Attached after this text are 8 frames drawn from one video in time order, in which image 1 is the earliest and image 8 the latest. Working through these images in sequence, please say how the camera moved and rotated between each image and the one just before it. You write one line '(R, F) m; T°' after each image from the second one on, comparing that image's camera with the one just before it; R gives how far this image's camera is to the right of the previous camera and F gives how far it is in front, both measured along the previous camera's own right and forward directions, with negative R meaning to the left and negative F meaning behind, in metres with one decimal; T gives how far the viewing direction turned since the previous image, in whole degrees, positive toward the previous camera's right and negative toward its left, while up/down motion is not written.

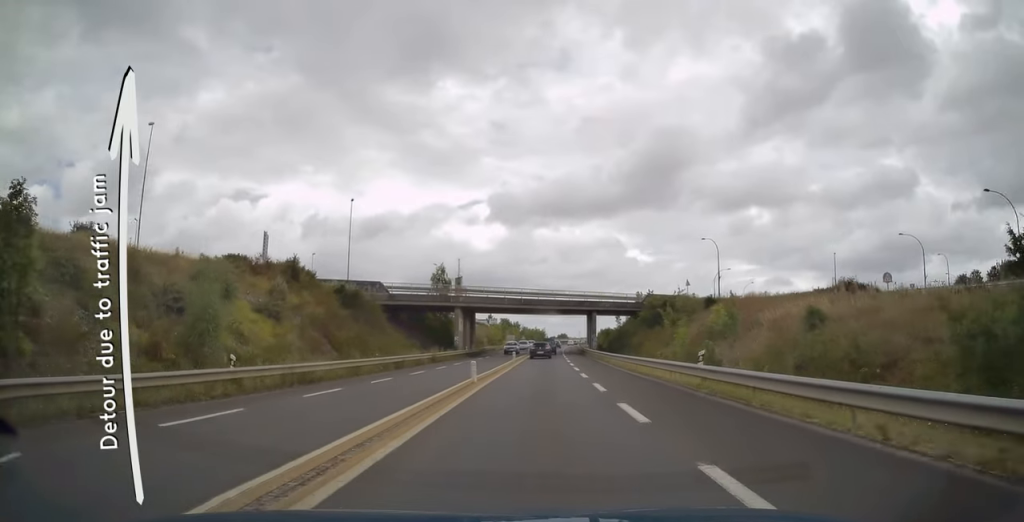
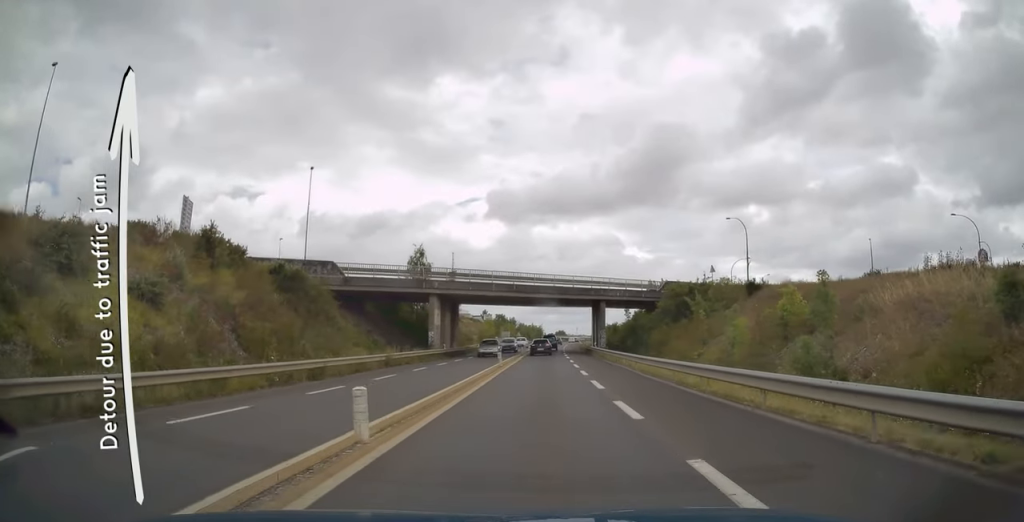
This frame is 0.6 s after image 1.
(0.0, +12.7) m; 0°
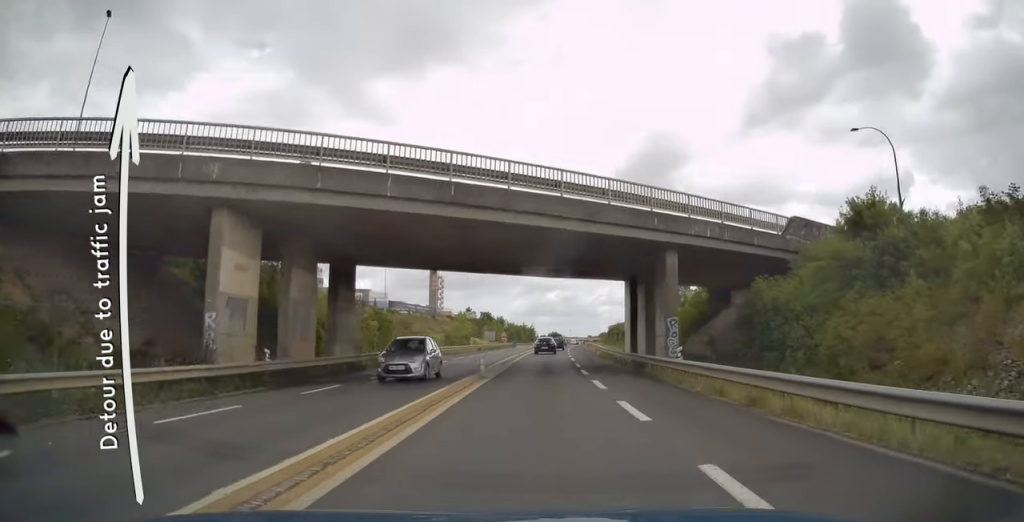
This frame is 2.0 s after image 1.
(+0.3, +32.9) m; +1°
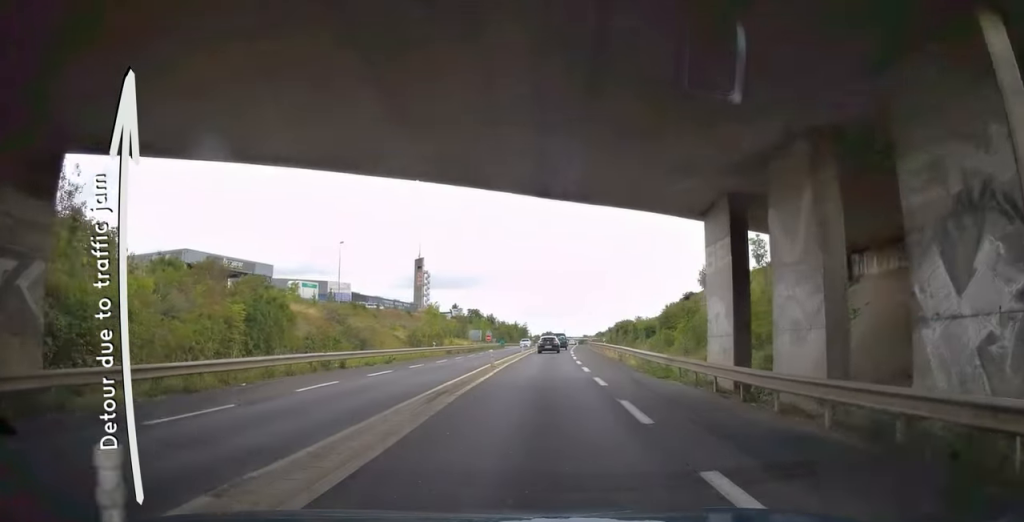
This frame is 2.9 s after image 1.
(+0.2, +19.8) m; +1°
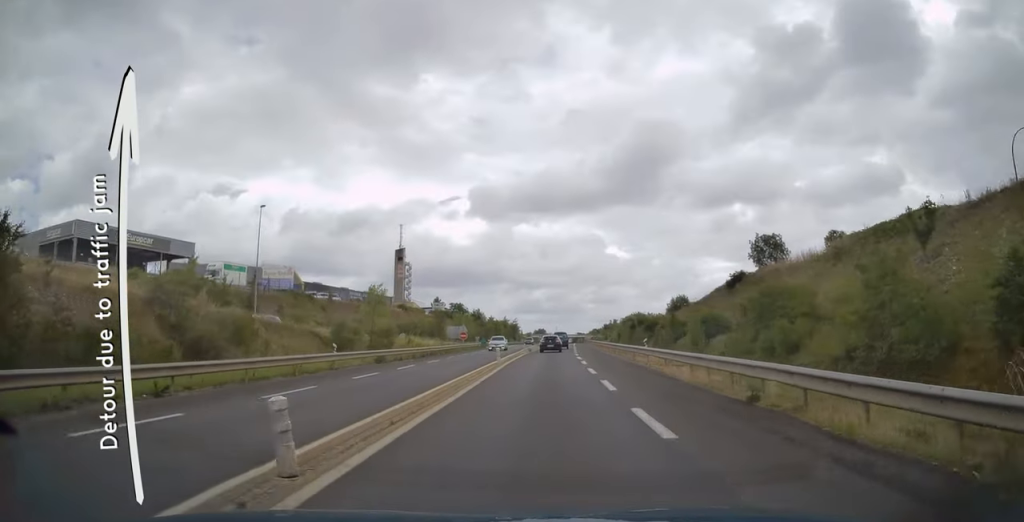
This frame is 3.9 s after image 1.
(+0.1, +21.3) m; 0°
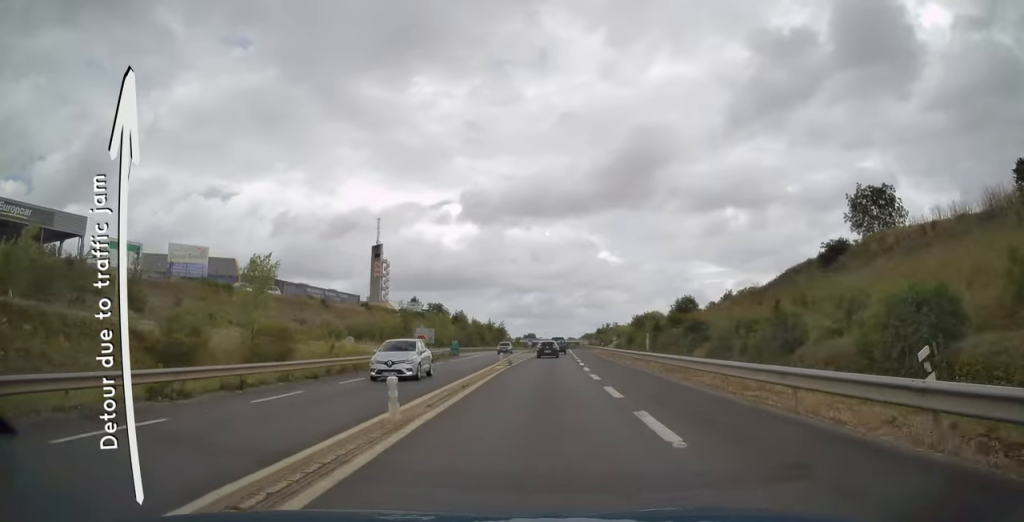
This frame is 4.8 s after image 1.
(+0.1, +19.7) m; +1°
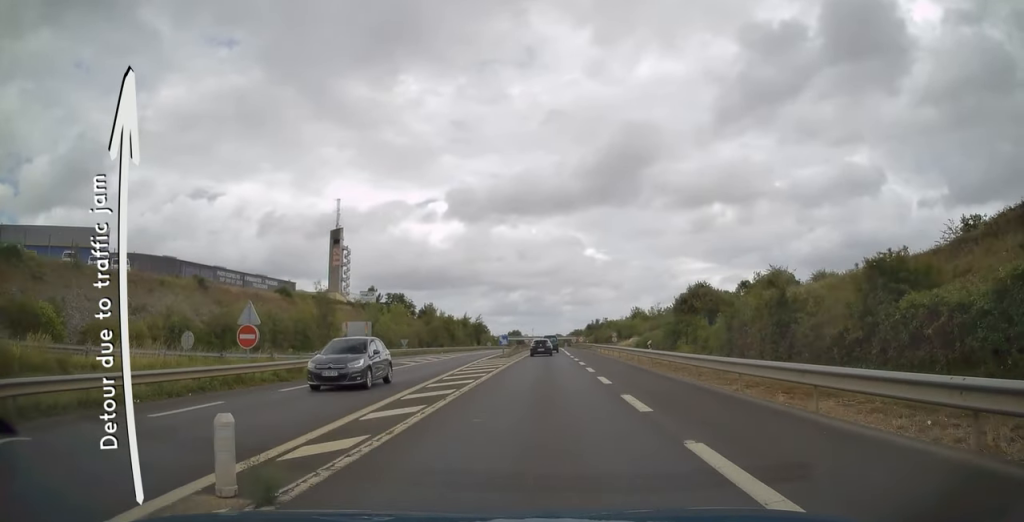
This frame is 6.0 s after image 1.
(+0.4, +28.7) m; +2°
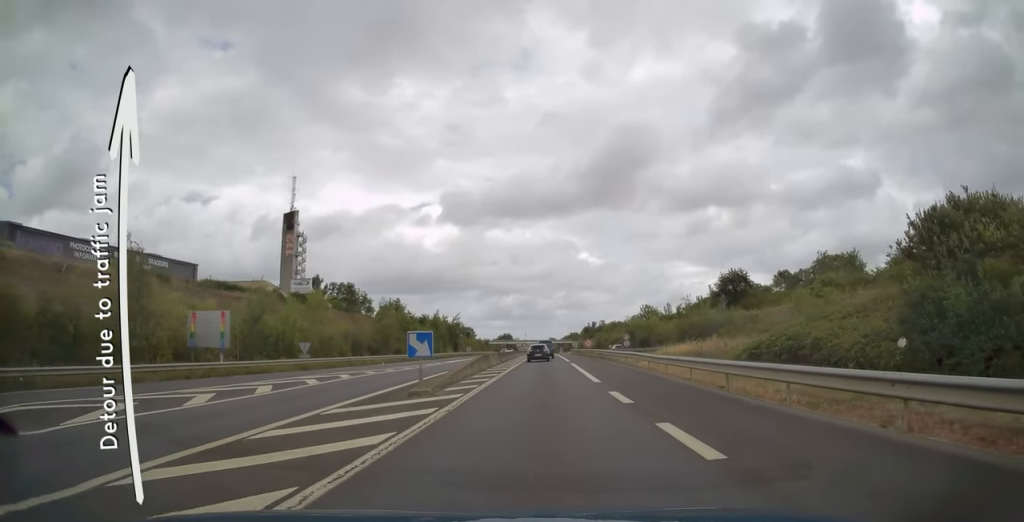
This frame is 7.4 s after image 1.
(+0.3, +30.3) m; +1°
